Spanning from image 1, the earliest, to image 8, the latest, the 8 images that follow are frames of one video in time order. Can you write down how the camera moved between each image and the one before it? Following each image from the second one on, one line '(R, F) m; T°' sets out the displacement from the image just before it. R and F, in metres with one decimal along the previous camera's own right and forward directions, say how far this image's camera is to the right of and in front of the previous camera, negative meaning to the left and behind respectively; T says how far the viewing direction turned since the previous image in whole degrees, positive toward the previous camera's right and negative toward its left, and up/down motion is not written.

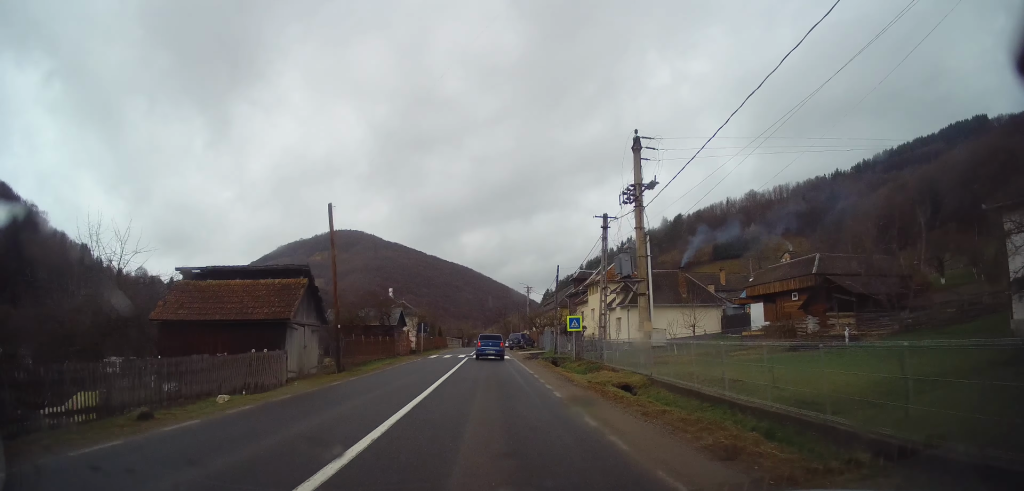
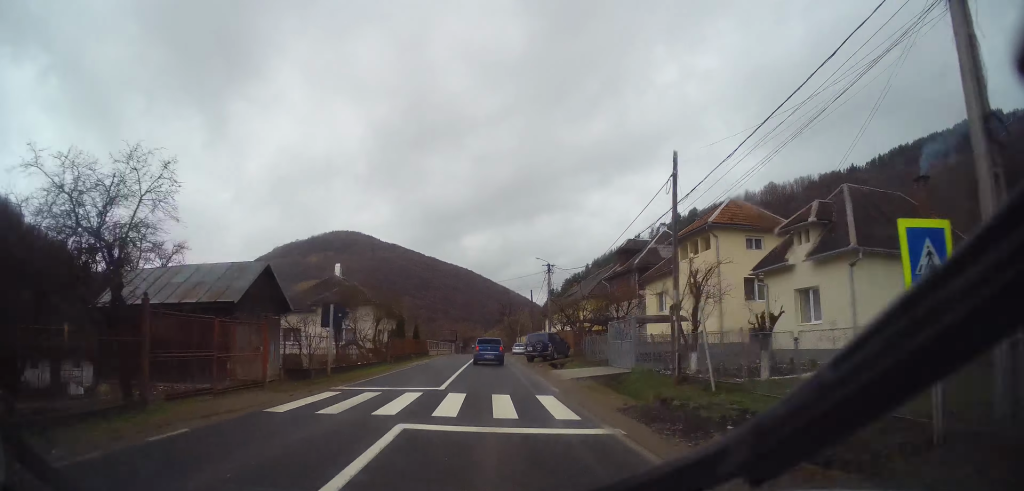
(0.0, +26.6) m; -1°
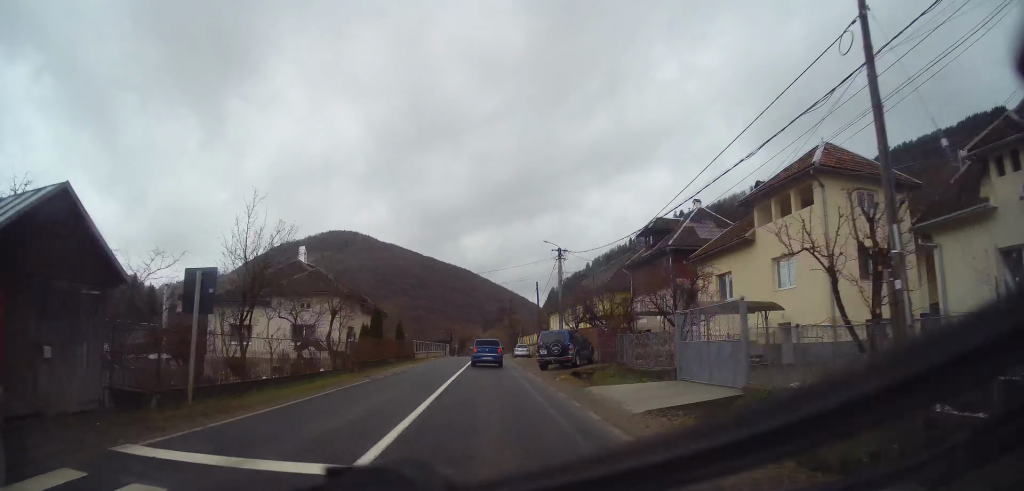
(-0.1, +9.1) m; 0°
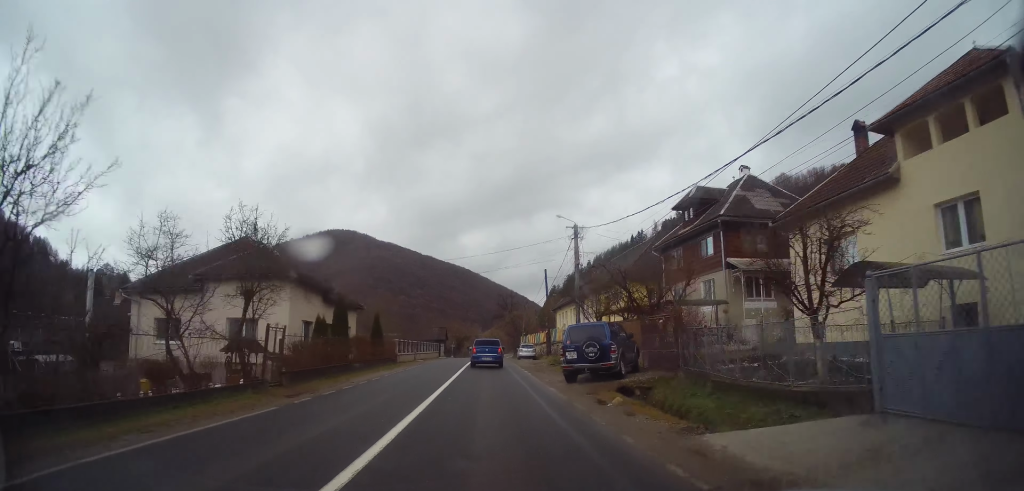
(0.0, +8.5) m; 0°
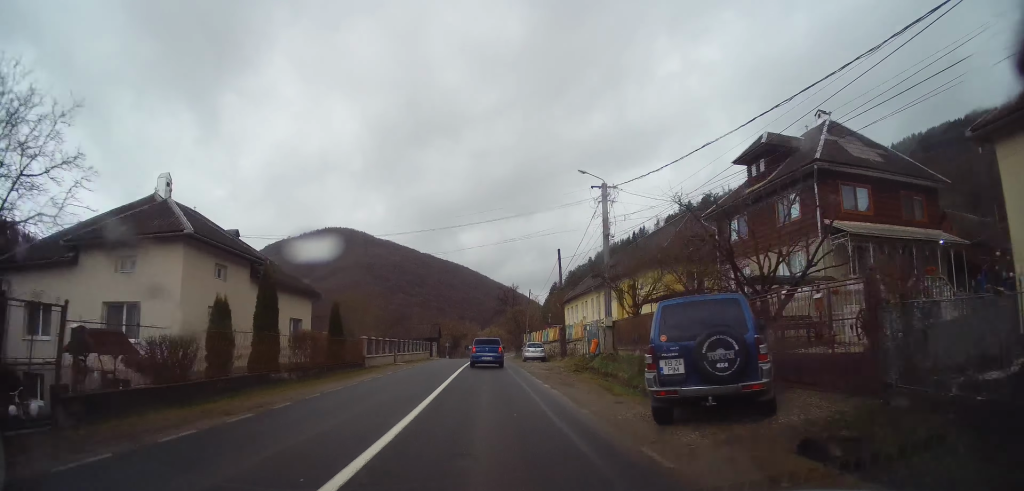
(+0.1, +9.0) m; 0°
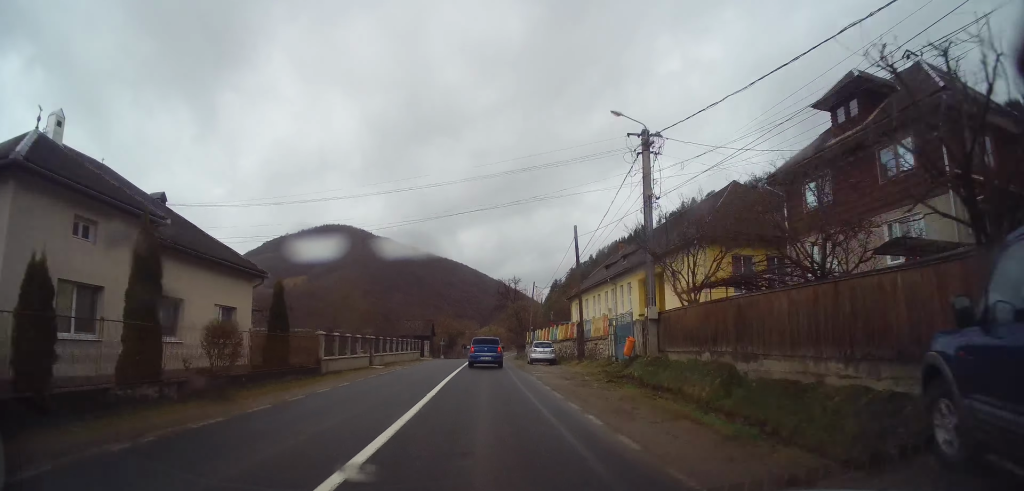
(0.0, +6.9) m; 0°
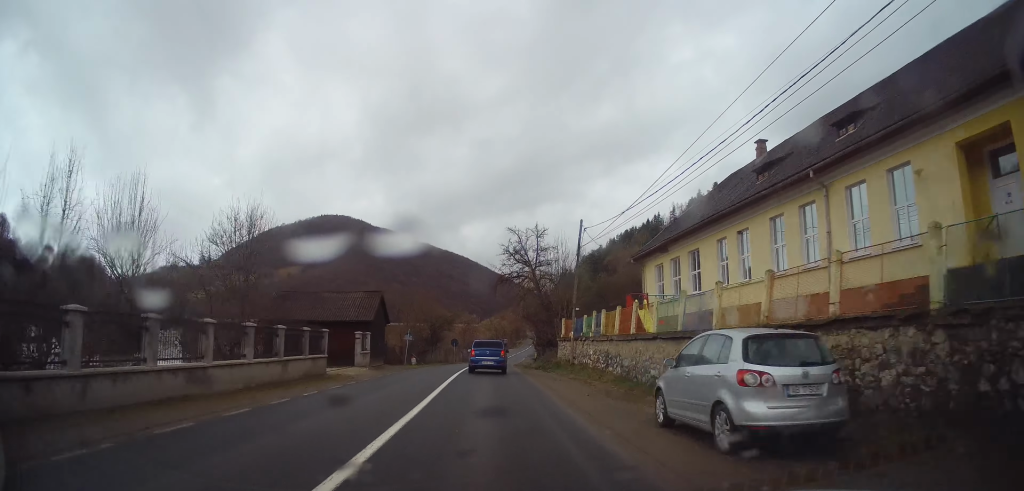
(0.0, +28.9) m; +1°
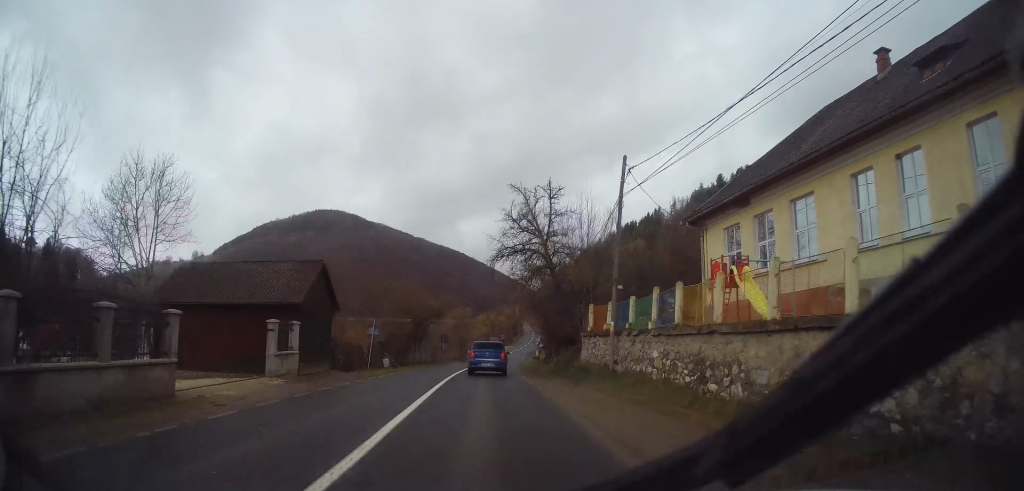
(+0.1, +10.4) m; 0°
